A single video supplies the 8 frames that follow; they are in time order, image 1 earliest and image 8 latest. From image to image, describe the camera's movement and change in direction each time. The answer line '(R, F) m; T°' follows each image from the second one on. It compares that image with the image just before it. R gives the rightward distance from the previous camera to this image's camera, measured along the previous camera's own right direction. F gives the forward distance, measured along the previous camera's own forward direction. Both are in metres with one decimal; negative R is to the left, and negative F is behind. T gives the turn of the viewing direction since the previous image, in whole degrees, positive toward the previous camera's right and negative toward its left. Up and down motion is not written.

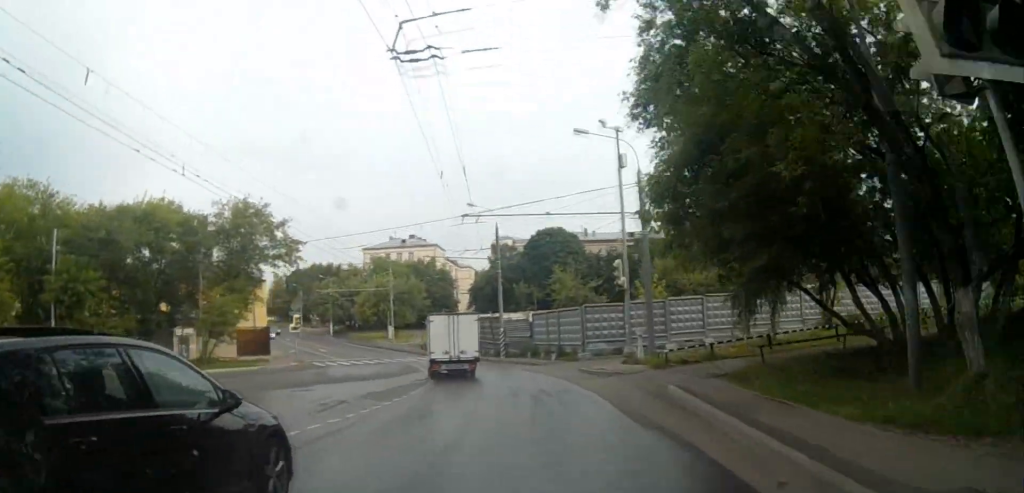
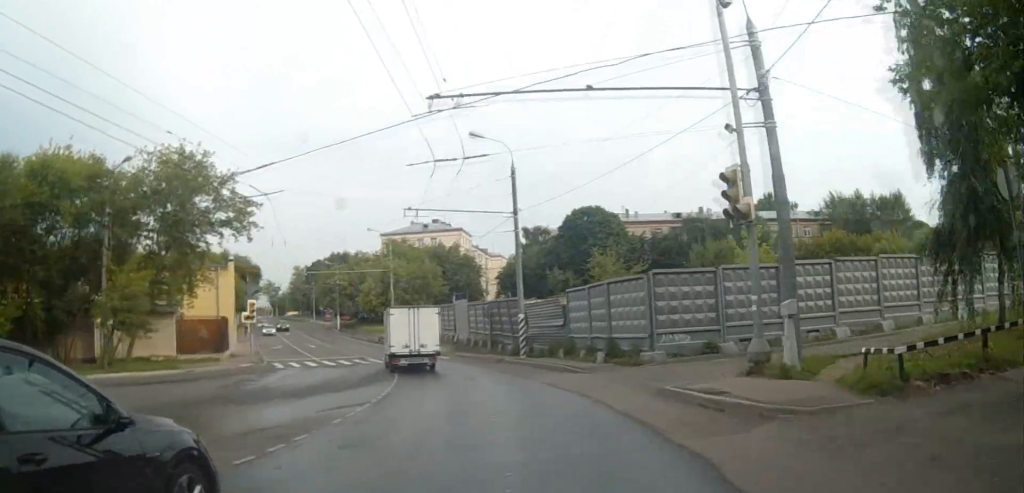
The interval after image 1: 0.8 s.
(+0.3, +14.8) m; -2°
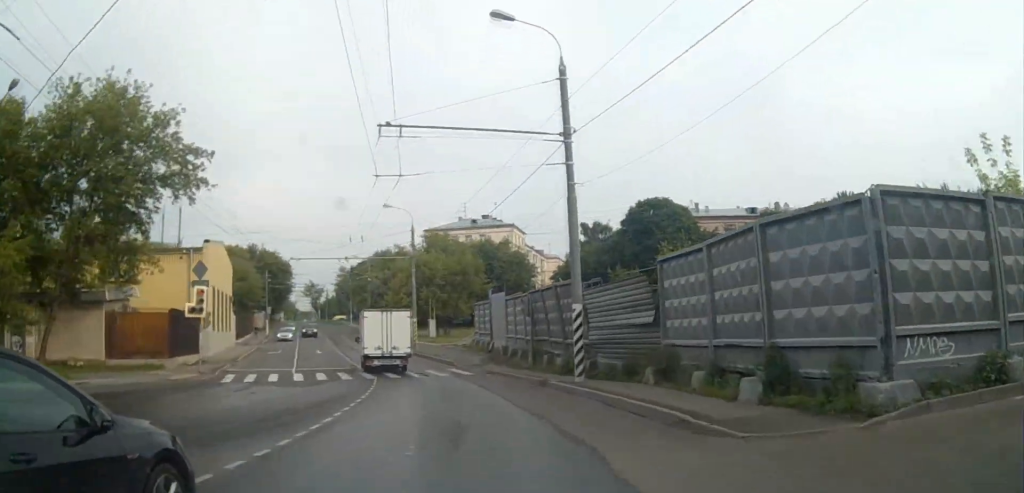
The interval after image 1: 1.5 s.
(-0.6, +12.1) m; -6°
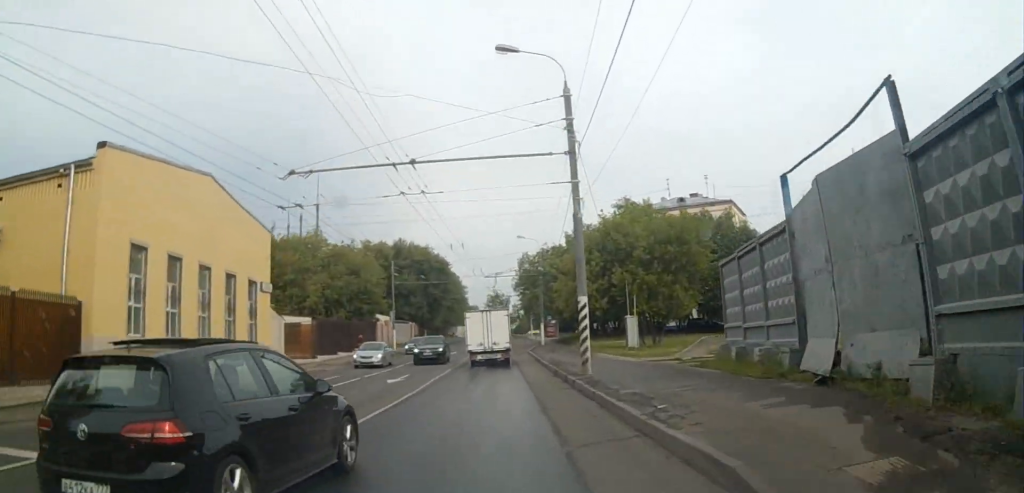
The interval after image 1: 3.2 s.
(-2.5, +28.0) m; -6°
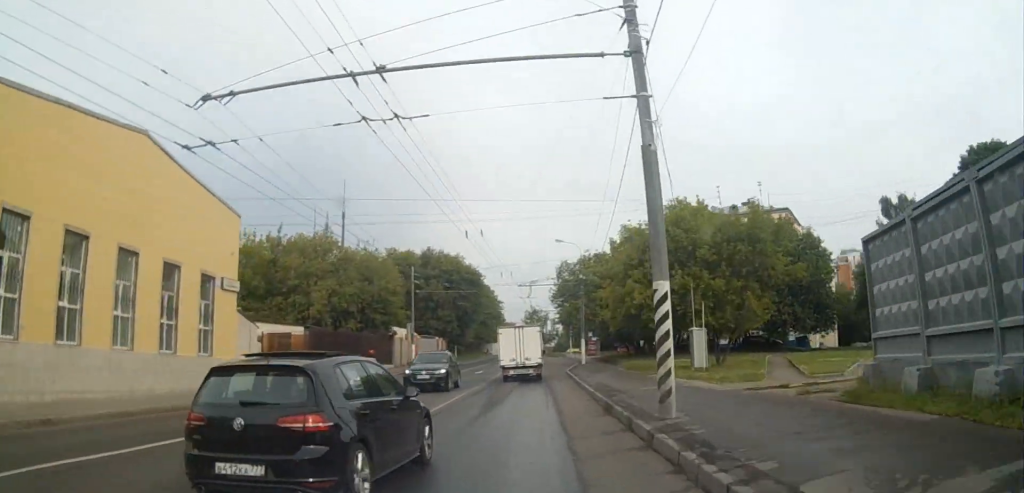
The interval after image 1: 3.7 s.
(0.0, +8.5) m; 0°
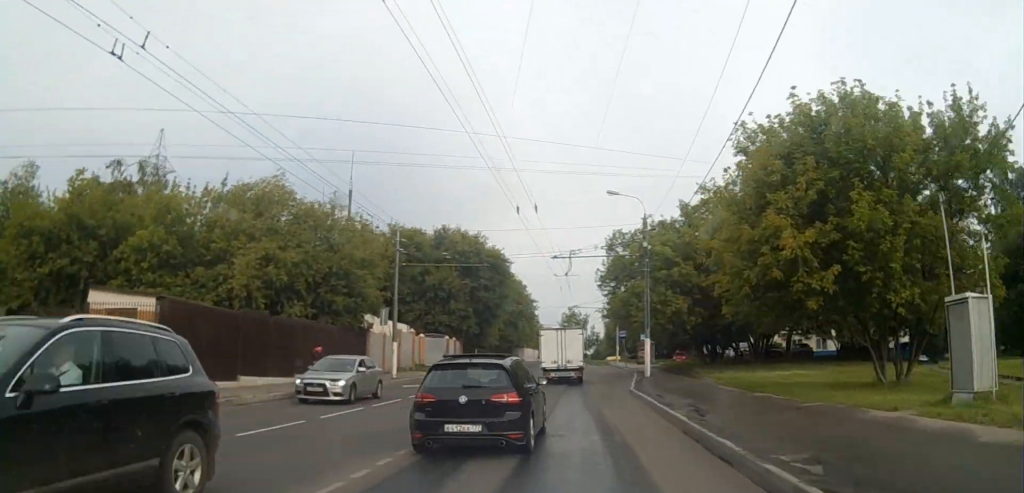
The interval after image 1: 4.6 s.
(0.0, +17.7) m; -4°
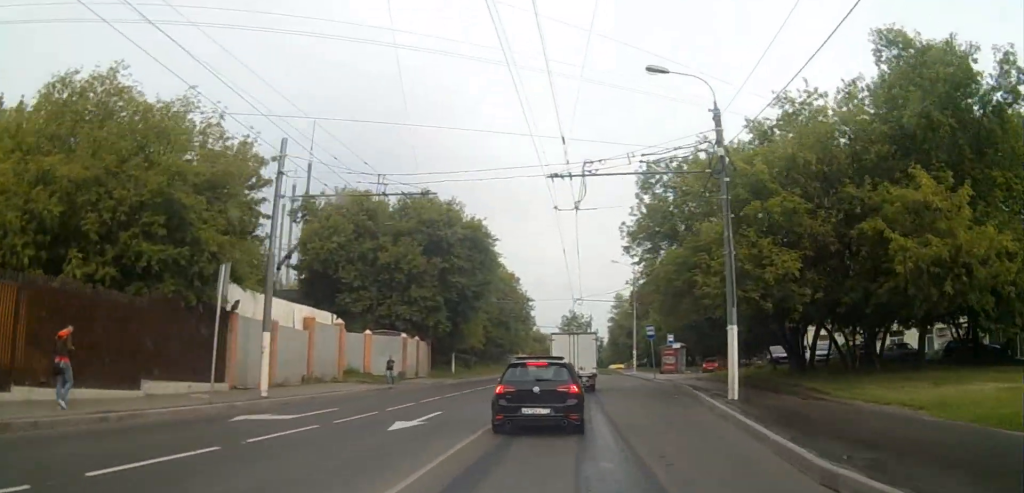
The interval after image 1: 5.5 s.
(-1.0, +13.5) m; -6°
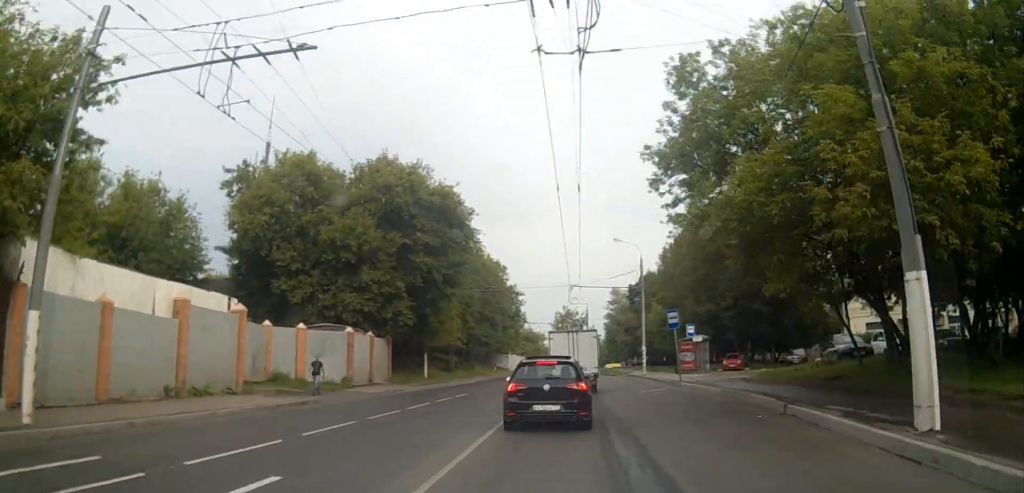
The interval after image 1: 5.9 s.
(-0.3, +7.9) m; -2°
